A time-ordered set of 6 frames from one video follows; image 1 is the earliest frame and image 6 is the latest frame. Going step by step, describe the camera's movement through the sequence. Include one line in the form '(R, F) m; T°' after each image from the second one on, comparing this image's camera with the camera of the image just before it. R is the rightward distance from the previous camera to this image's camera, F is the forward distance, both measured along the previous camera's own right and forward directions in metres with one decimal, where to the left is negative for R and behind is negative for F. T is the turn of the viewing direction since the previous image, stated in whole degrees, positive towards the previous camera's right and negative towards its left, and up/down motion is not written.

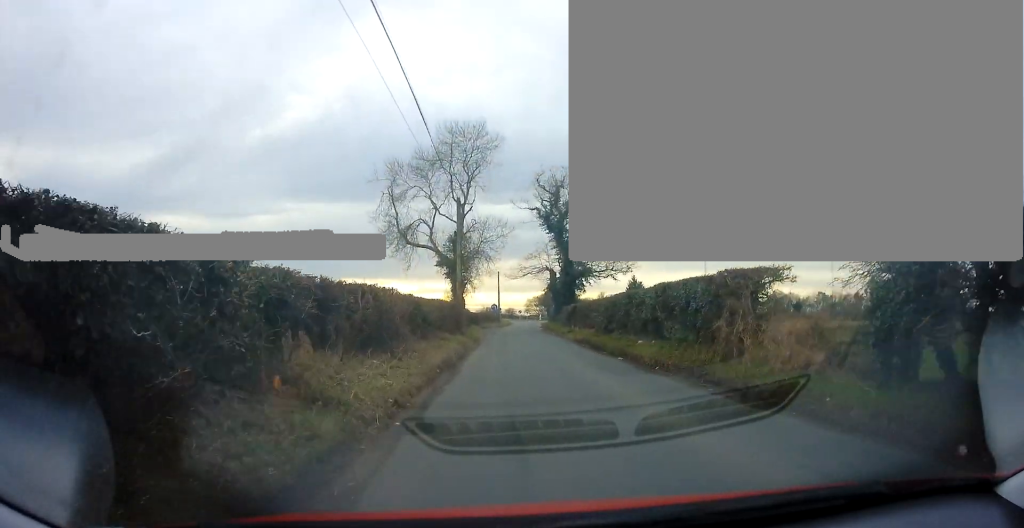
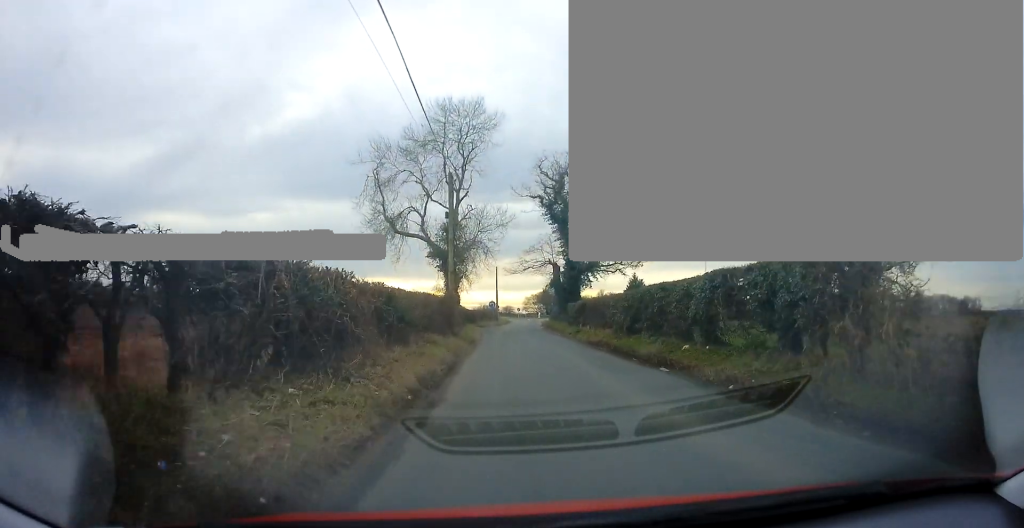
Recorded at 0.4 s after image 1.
(-0.1, +4.6) m; 0°
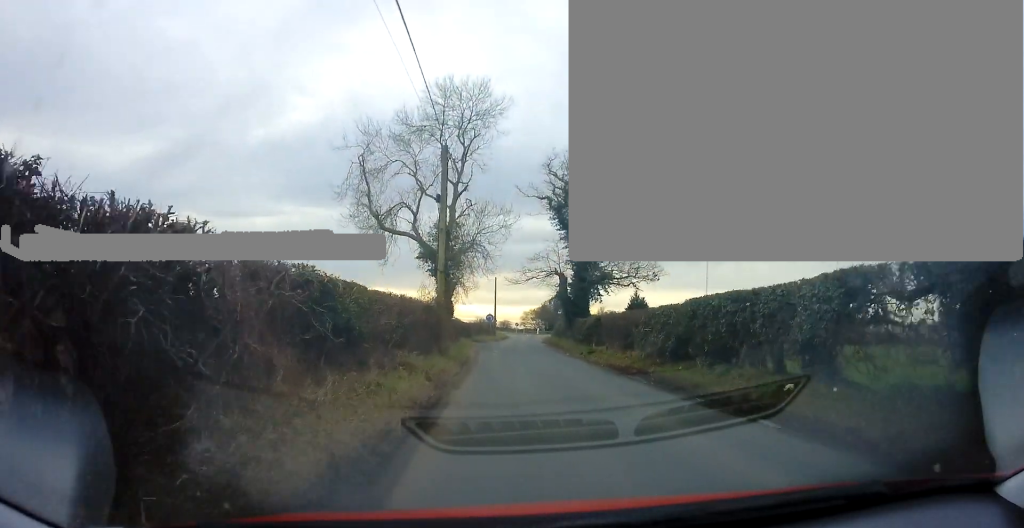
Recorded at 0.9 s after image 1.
(0.0, +5.2) m; 0°
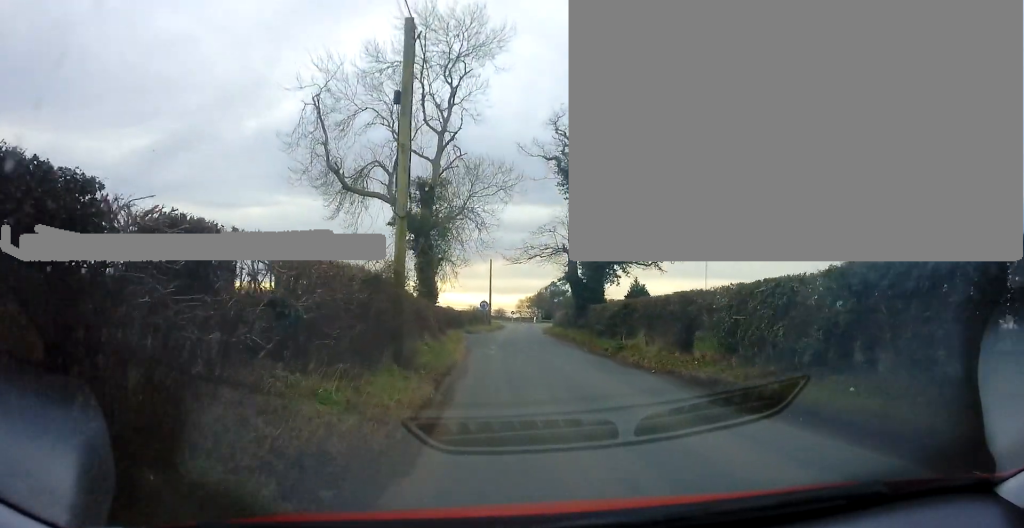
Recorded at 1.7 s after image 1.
(0.0, +7.5) m; +2°
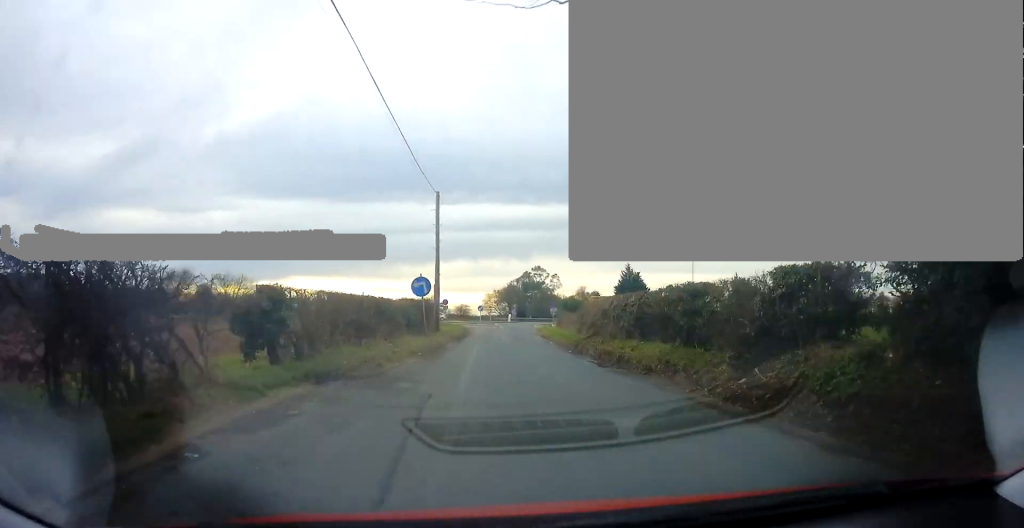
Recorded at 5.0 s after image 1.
(+1.1, +32.1) m; +2°
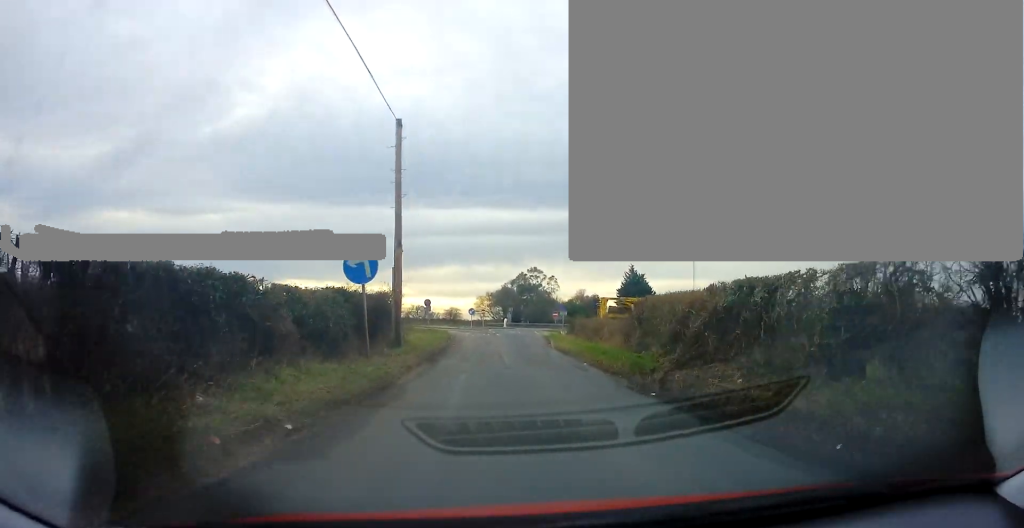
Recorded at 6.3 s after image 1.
(+0.2, +11.5) m; +2°
